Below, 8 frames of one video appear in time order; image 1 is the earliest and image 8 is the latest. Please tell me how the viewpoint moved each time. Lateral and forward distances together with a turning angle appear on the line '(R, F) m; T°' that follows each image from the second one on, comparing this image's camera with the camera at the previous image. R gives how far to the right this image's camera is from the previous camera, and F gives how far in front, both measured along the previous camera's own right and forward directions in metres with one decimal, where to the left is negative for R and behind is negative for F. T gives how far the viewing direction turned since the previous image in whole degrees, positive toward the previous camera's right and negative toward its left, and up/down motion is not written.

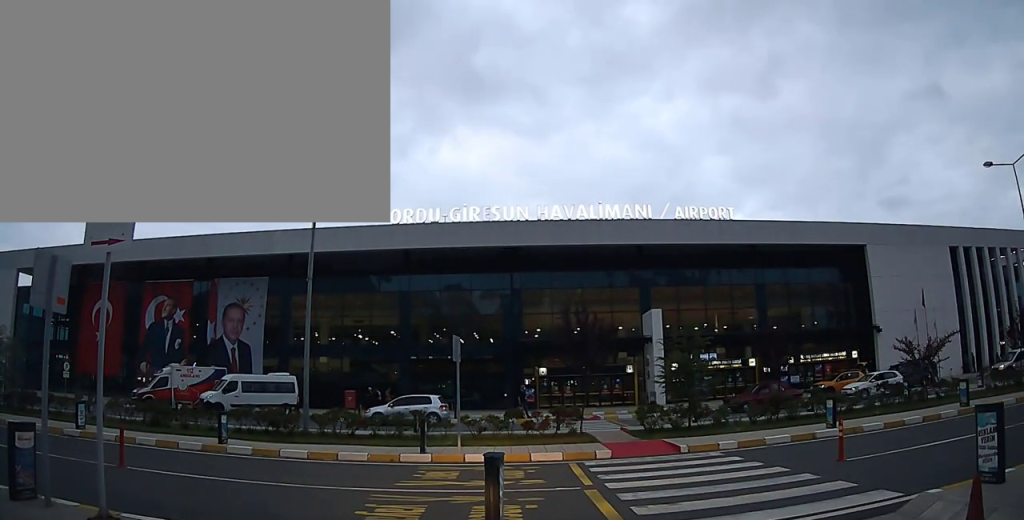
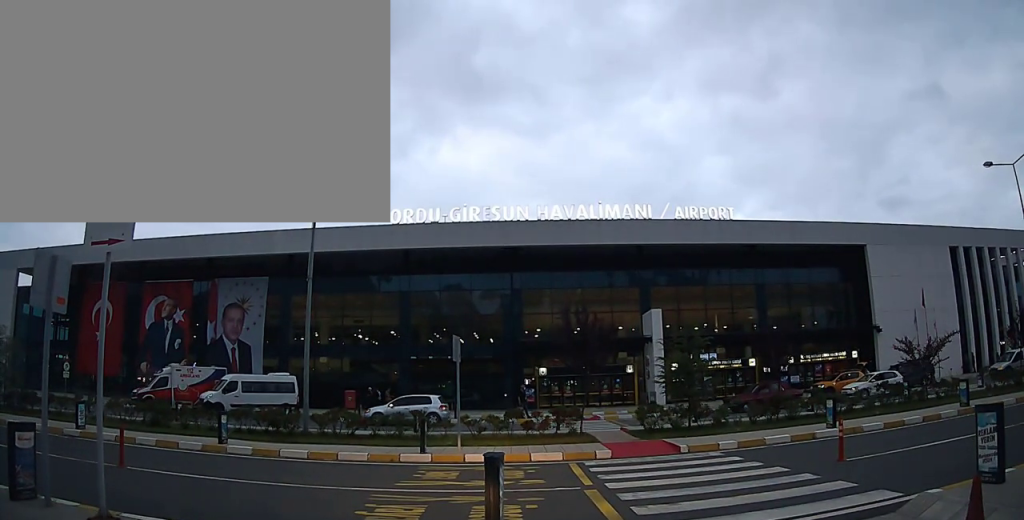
(0.0, 0.0) m; 0°
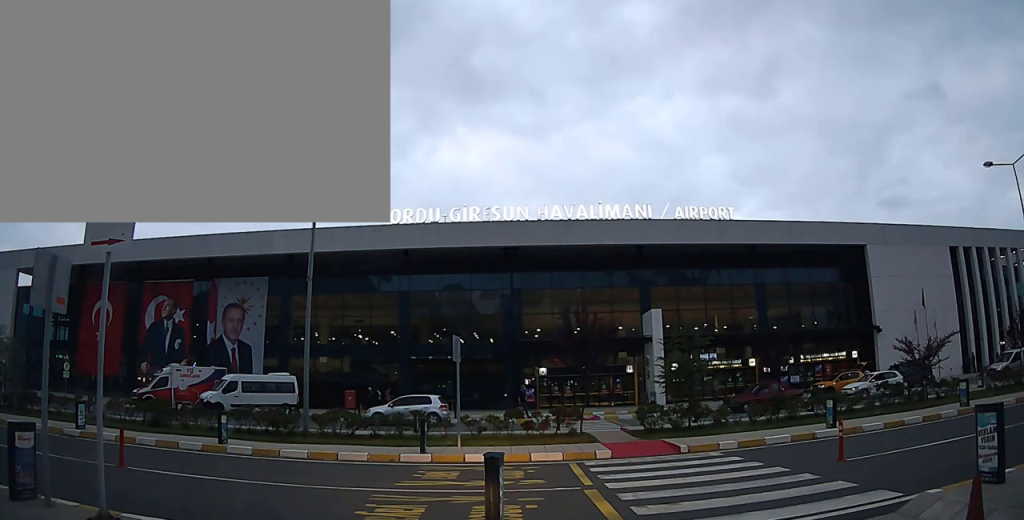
(0.0, 0.0) m; 0°
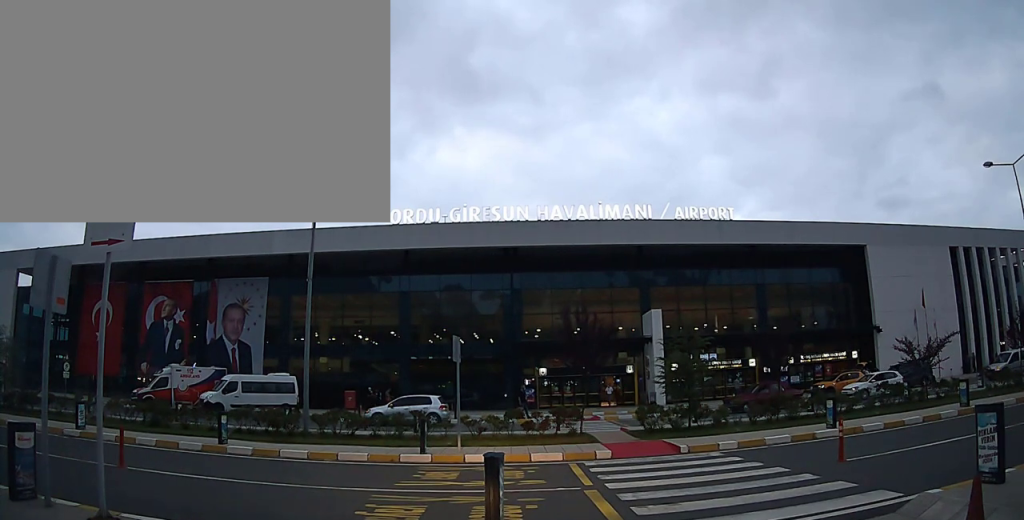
(0.0, 0.0) m; 0°
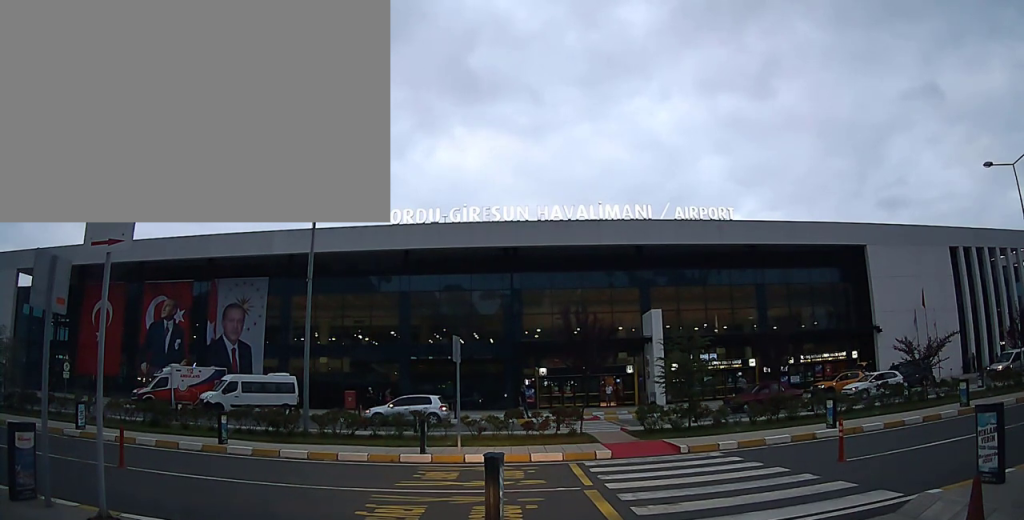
(0.0, 0.0) m; 0°
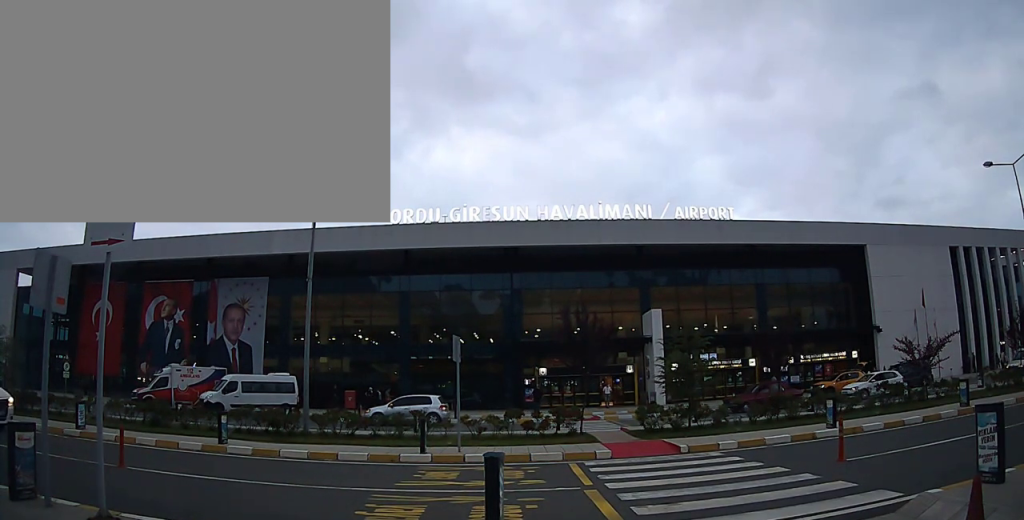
(0.0, 0.0) m; 0°
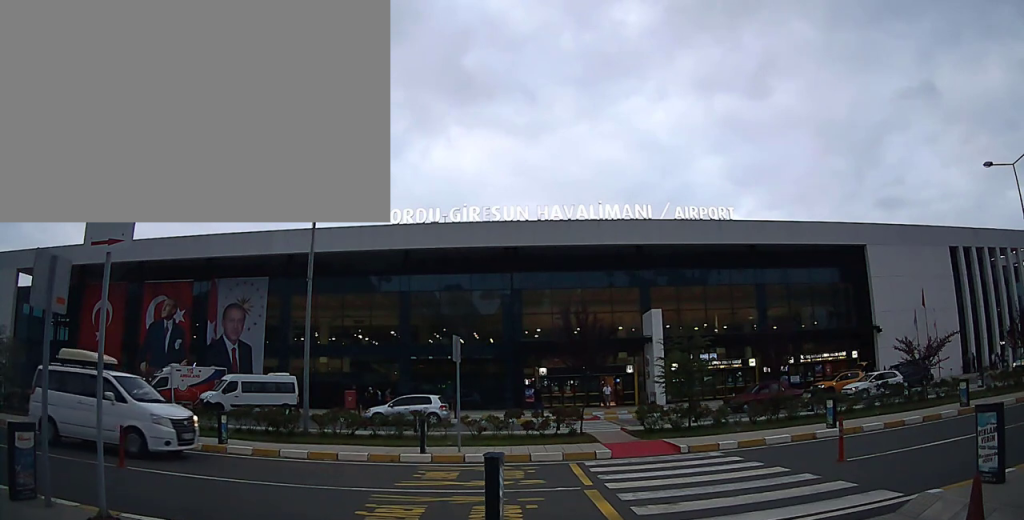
(0.0, 0.0) m; 0°
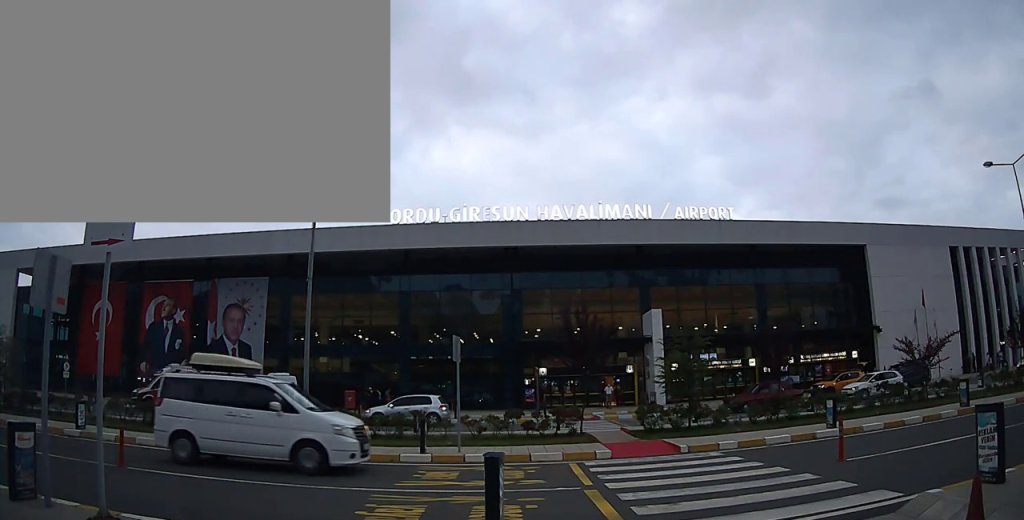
(0.0, 0.0) m; 0°
